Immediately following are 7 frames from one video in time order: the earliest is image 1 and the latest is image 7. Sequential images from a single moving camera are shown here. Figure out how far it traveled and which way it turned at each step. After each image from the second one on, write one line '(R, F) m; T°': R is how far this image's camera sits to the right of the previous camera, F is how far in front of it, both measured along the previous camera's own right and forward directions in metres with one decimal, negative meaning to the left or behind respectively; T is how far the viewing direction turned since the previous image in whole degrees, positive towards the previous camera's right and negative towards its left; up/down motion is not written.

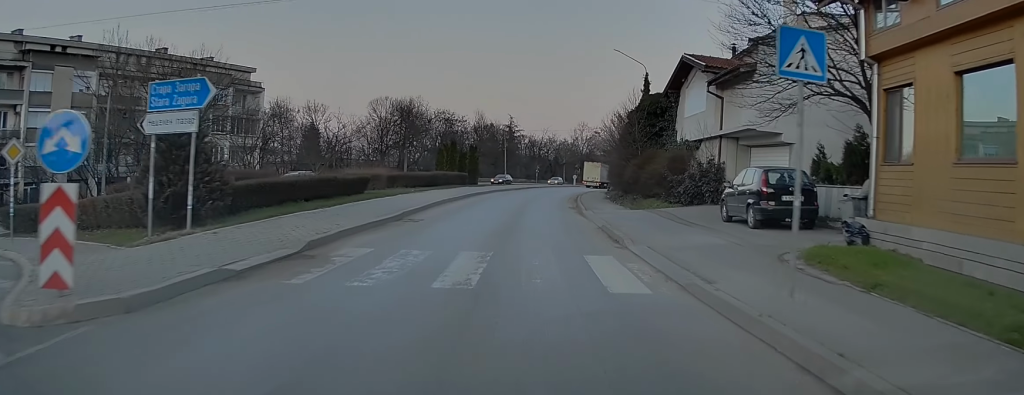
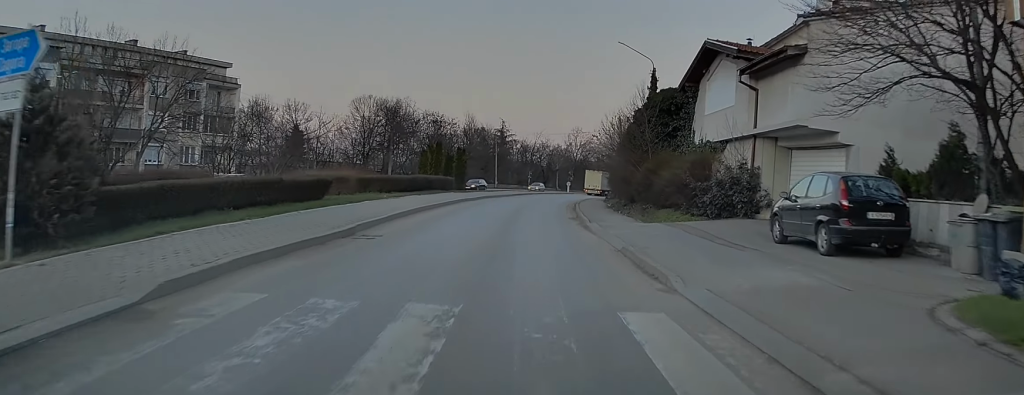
(+0.3, +5.1) m; +1°
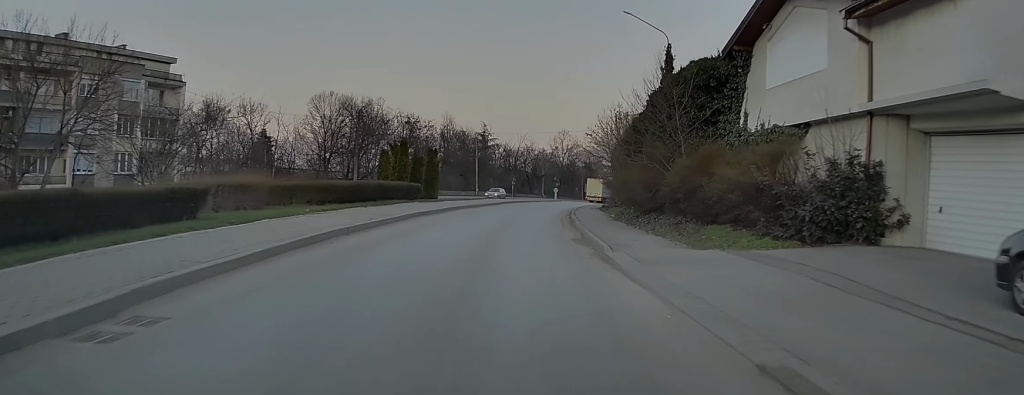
(0.0, +9.1) m; +1°
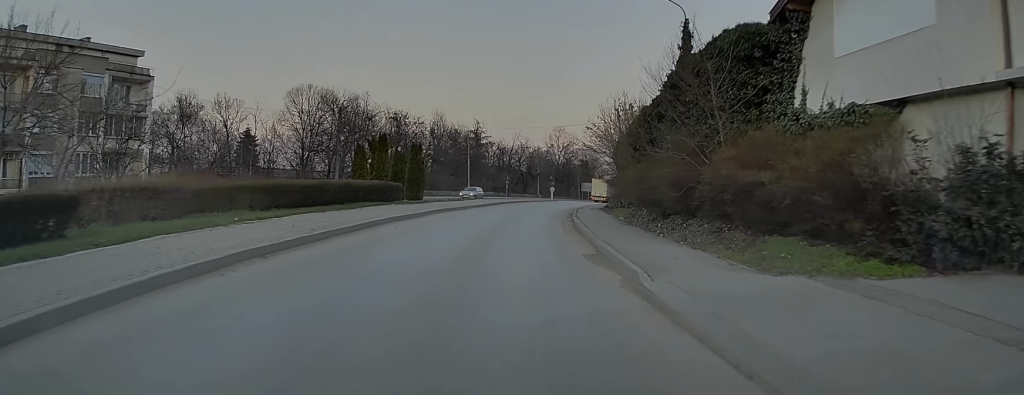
(-0.2, +5.0) m; +1°
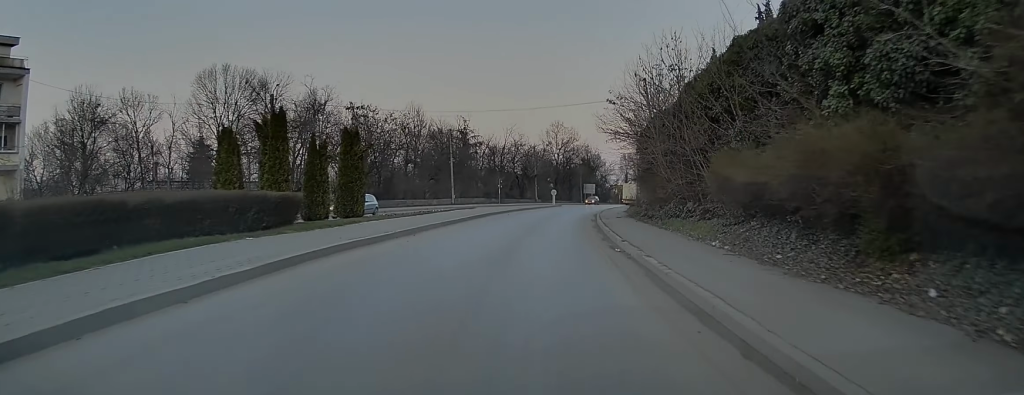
(+0.9, +16.1) m; +4°
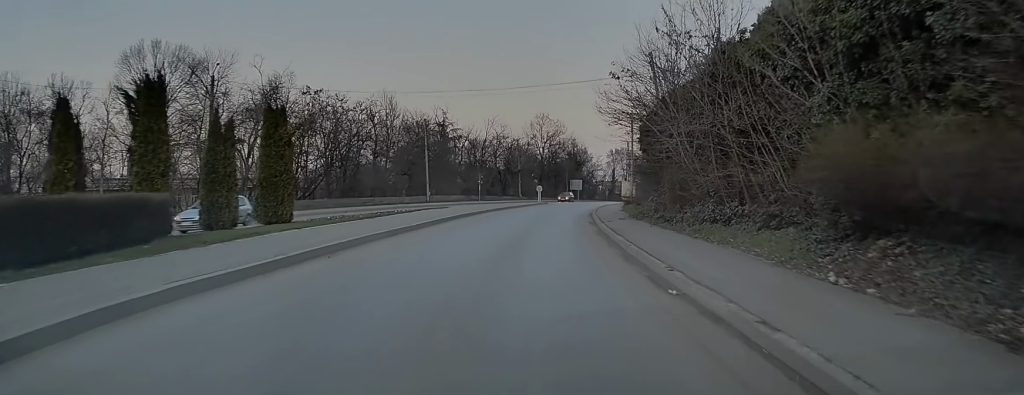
(0.0, +7.2) m; 0°
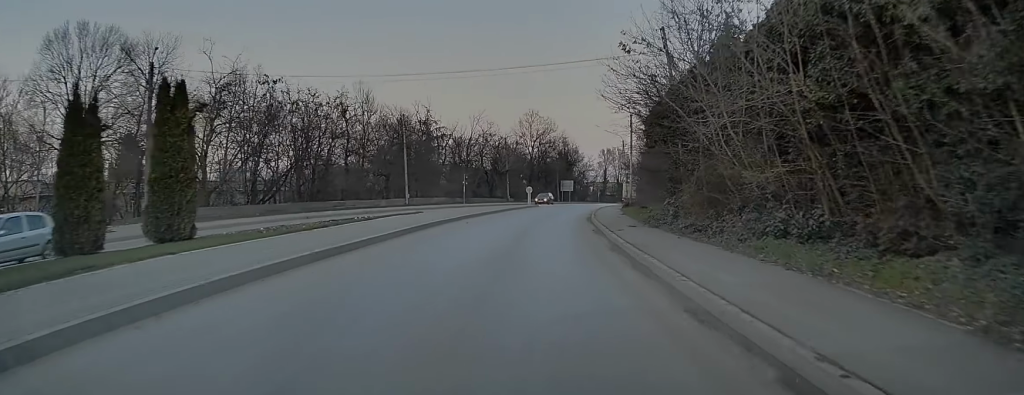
(+0.1, +5.9) m; 0°
